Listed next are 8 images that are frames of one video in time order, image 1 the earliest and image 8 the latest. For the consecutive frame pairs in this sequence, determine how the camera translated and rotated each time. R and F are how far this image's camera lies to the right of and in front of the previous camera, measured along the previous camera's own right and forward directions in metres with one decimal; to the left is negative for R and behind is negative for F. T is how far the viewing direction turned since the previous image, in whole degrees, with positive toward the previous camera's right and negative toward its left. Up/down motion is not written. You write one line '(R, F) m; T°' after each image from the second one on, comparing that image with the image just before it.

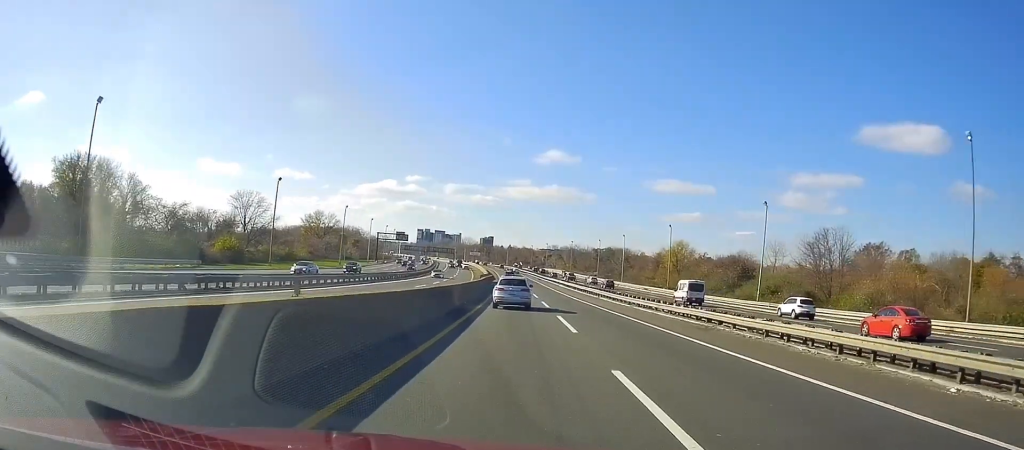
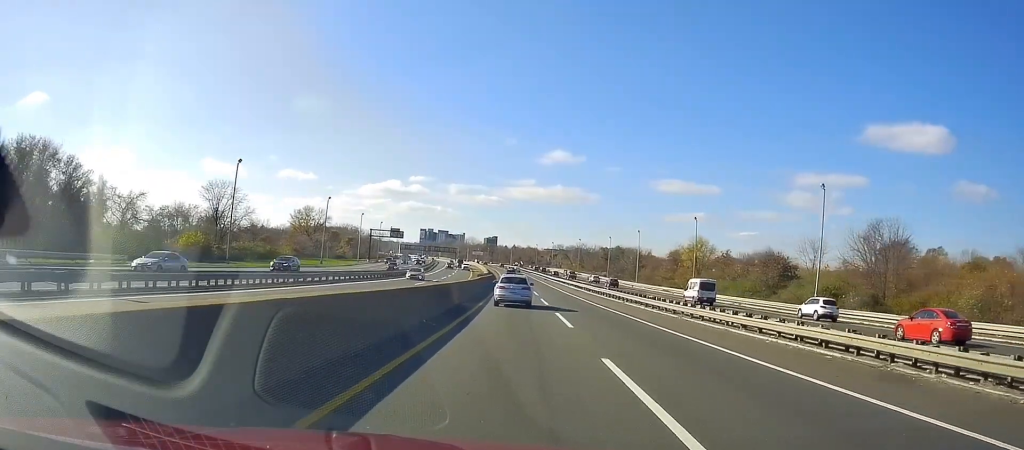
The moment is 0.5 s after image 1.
(-0.1, +14.1) m; -1°
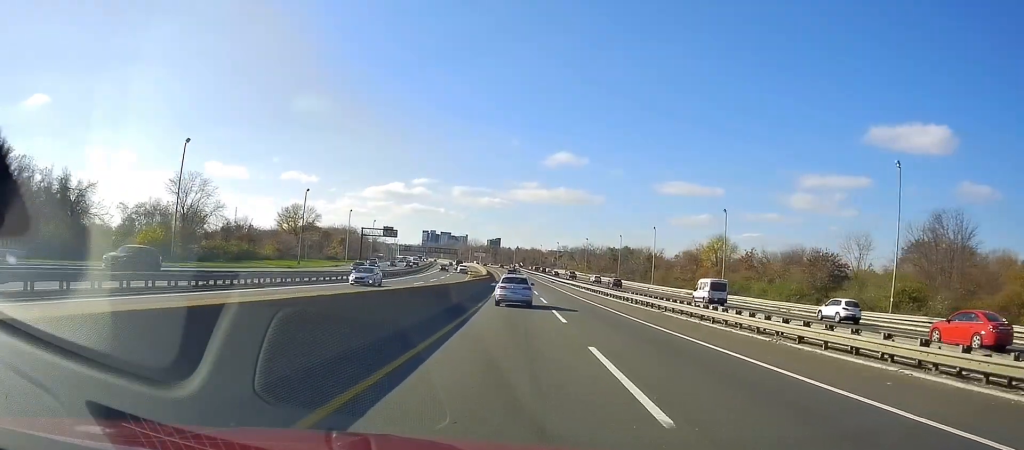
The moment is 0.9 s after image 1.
(-0.1, +13.2) m; -1°
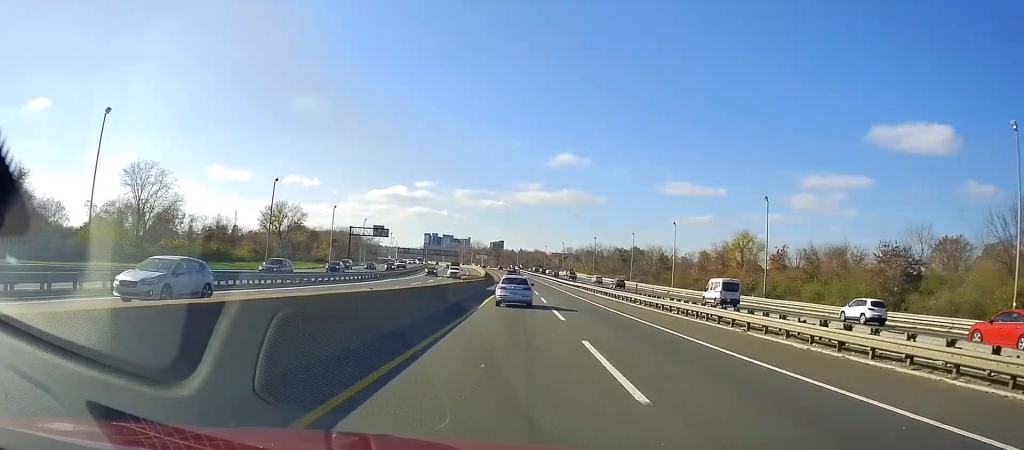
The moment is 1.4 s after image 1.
(-0.1, +14.2) m; -1°
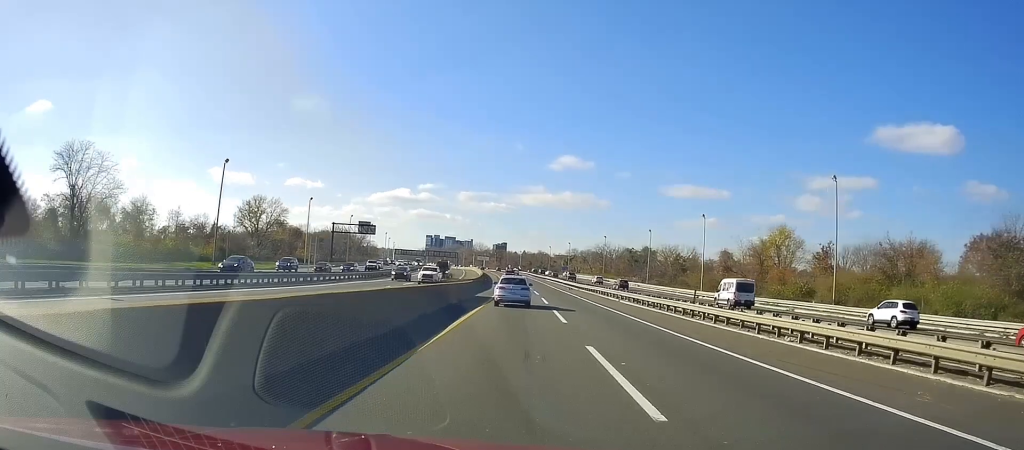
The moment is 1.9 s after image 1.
(-0.3, +16.3) m; -1°
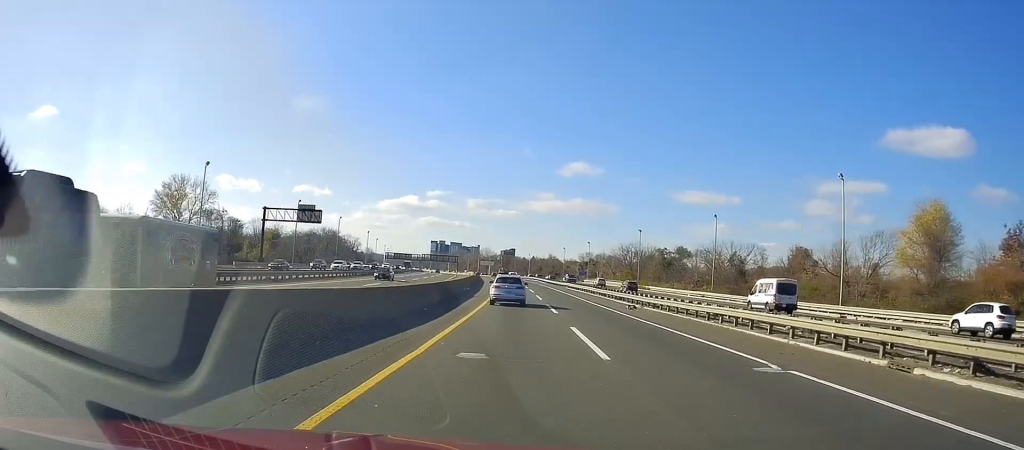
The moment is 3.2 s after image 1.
(-0.1, +41.0) m; 0°
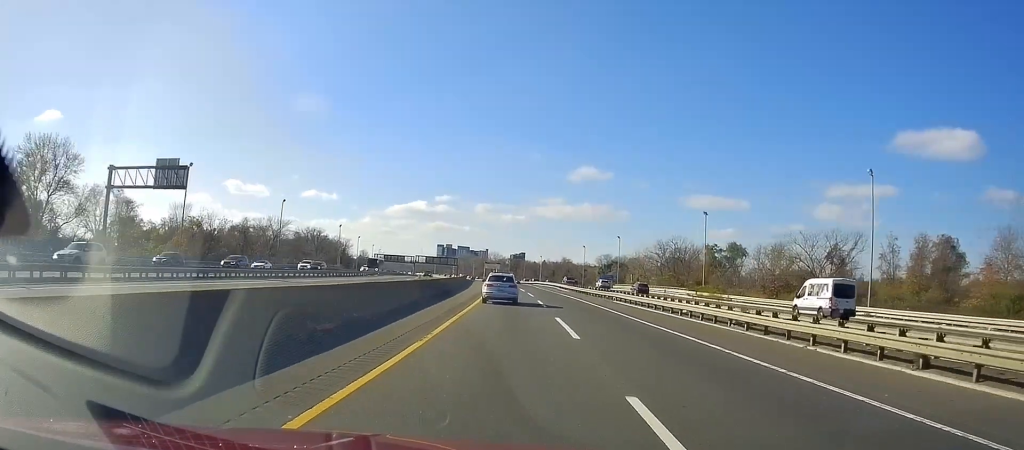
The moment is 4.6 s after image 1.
(-0.1, +42.1) m; -1°
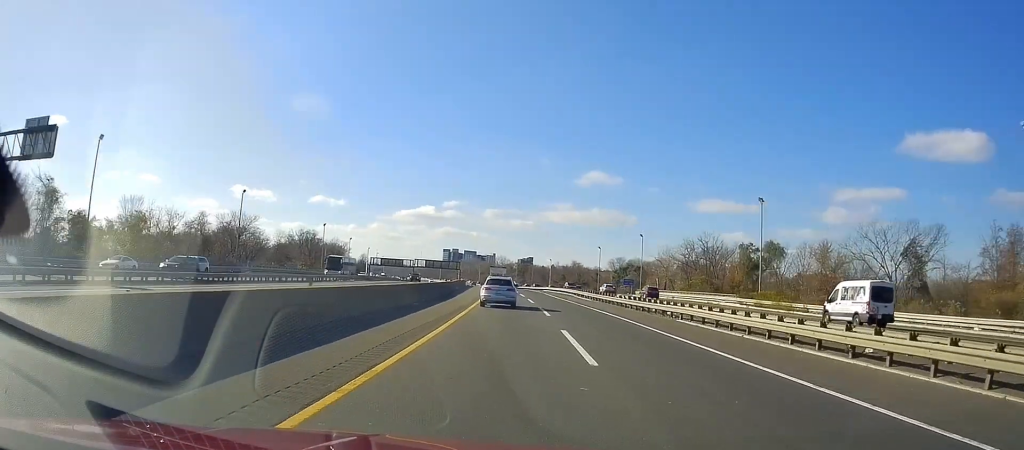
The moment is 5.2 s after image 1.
(0.0, +19.6) m; -1°
